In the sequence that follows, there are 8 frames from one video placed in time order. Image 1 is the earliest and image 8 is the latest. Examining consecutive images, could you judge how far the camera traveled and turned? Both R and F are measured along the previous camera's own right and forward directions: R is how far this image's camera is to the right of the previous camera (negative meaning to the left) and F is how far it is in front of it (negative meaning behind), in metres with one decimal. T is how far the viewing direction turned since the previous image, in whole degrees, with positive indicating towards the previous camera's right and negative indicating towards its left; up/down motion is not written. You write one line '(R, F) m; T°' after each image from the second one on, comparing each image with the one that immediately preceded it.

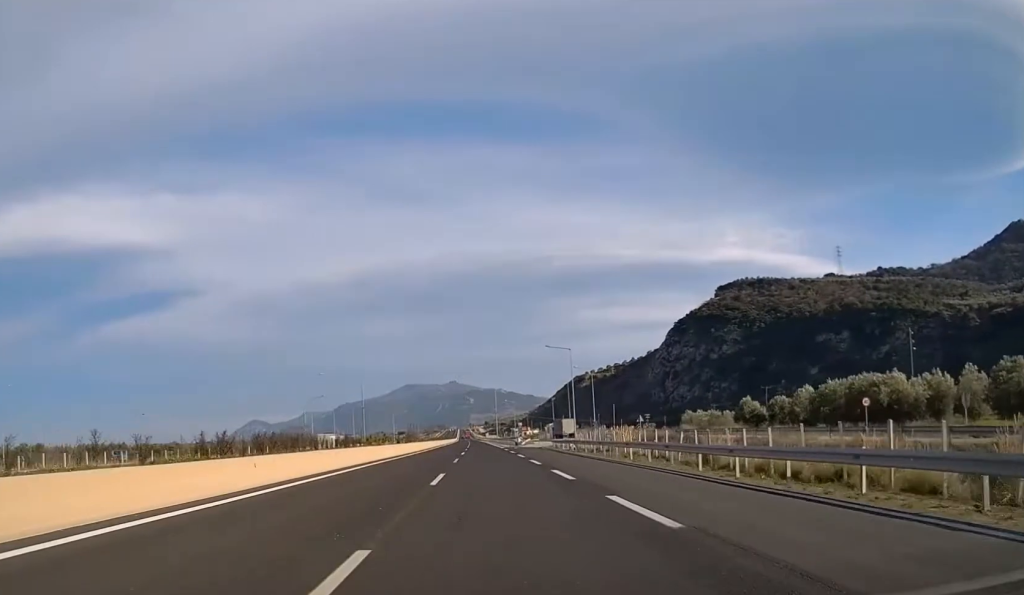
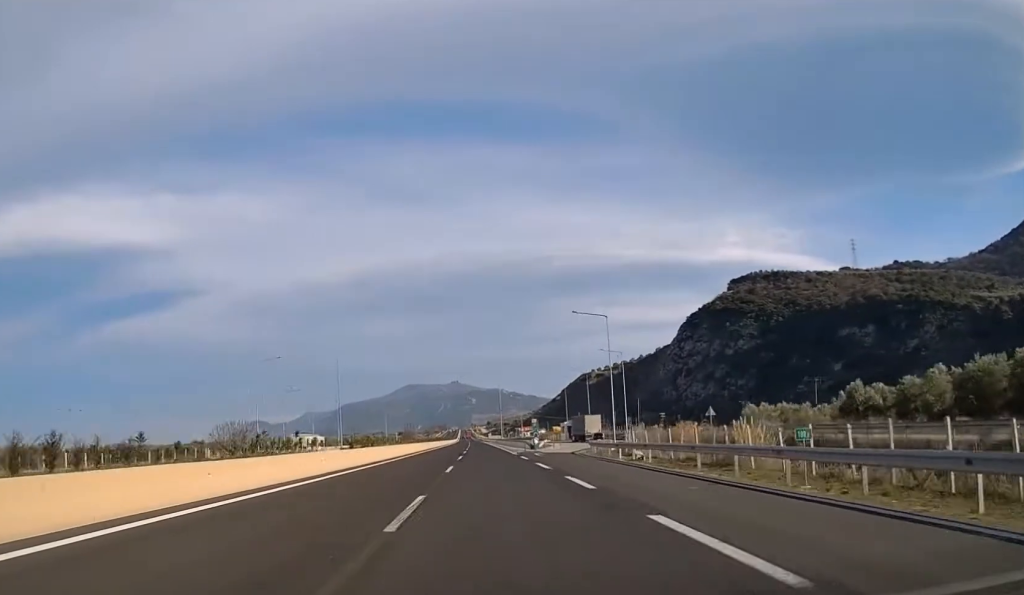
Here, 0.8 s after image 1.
(-0.1, +28.3) m; 0°
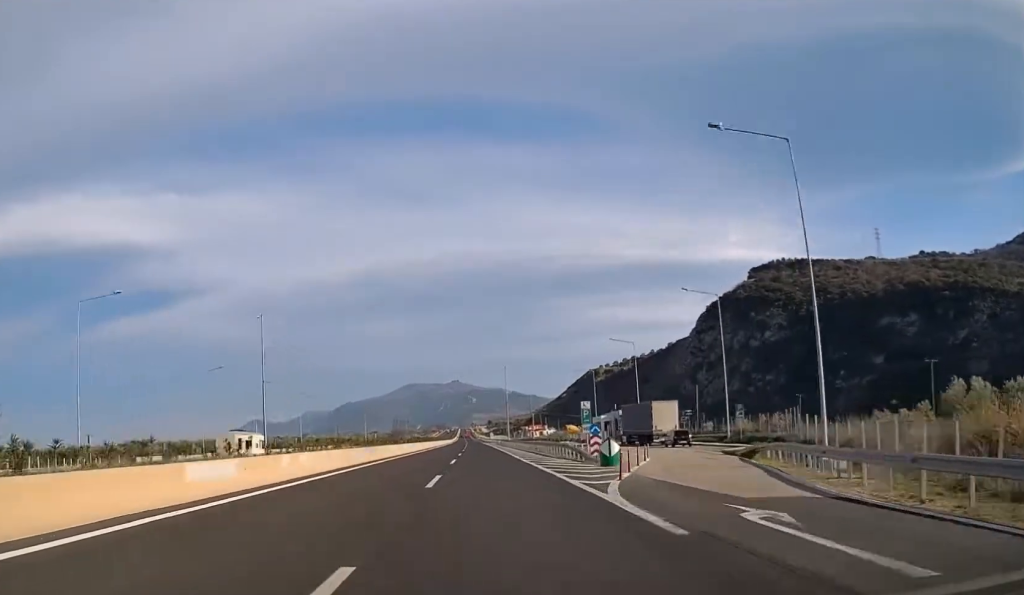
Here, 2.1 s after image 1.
(-0.1, +44.1) m; 0°
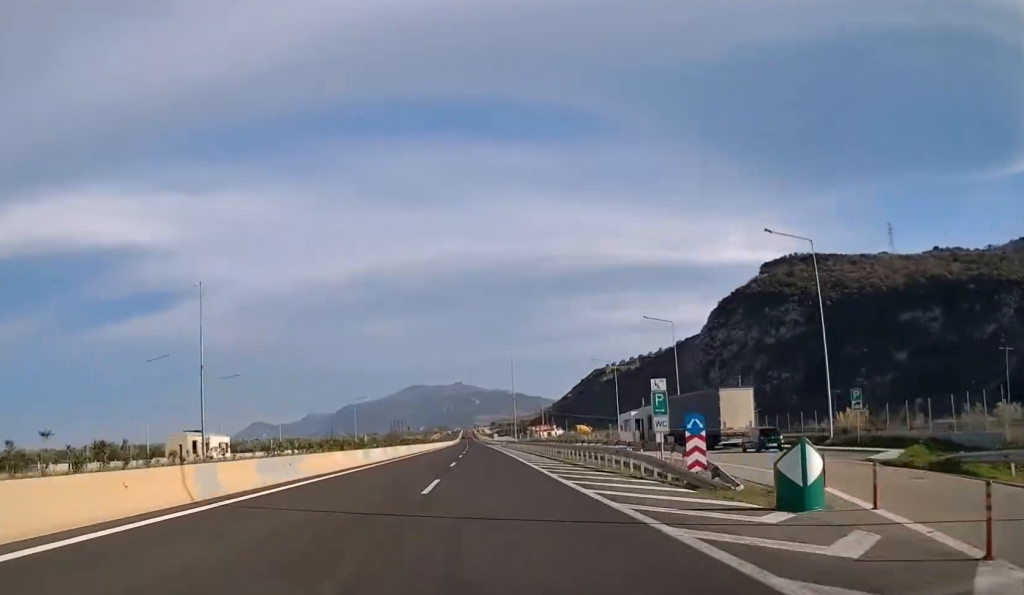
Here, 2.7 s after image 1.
(0.0, +19.2) m; 0°
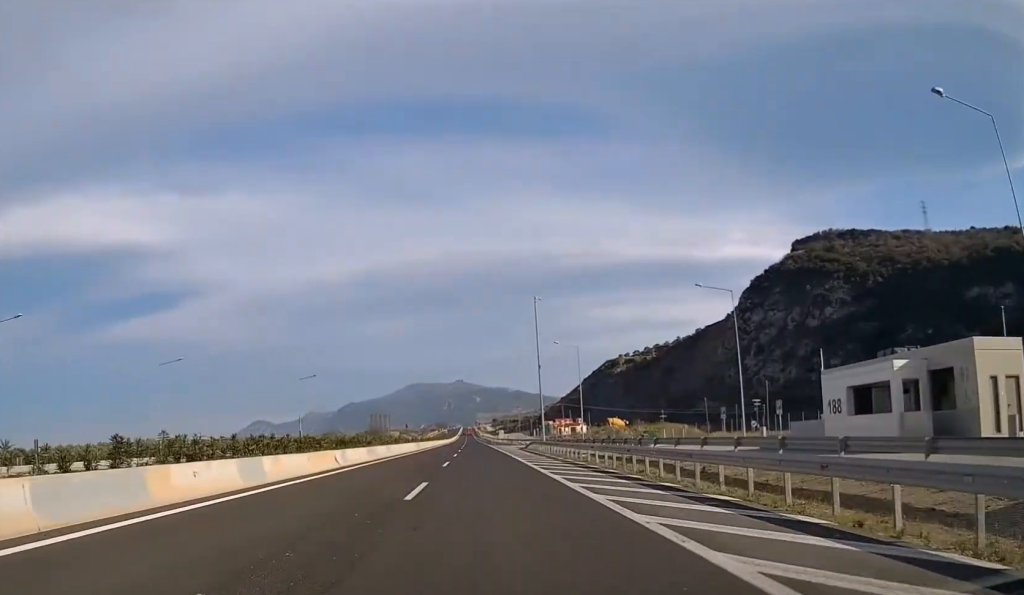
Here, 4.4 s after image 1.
(-0.5, +56.4) m; -1°
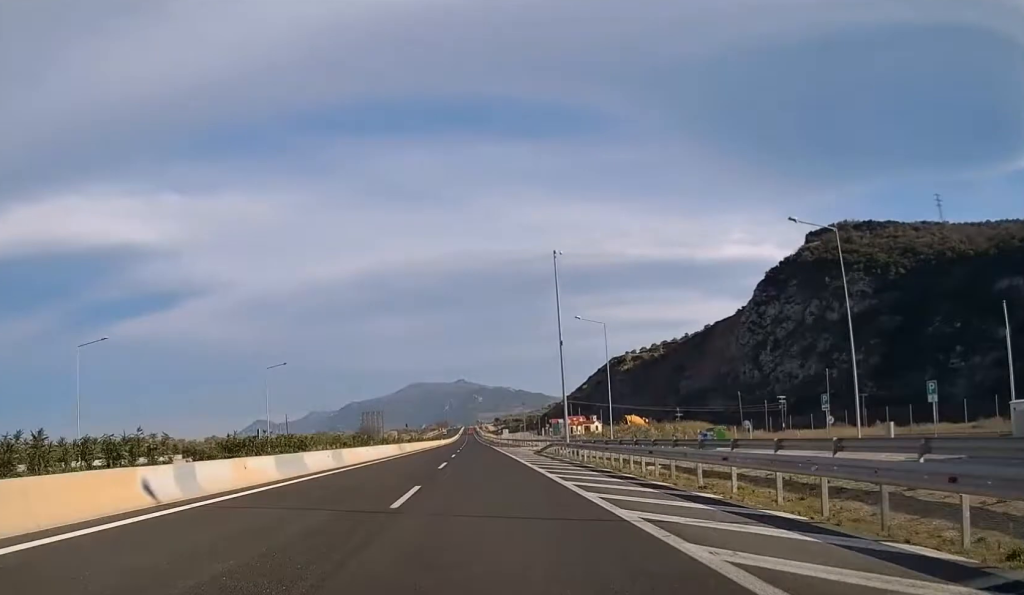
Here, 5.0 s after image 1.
(-0.1, +20.3) m; 0°
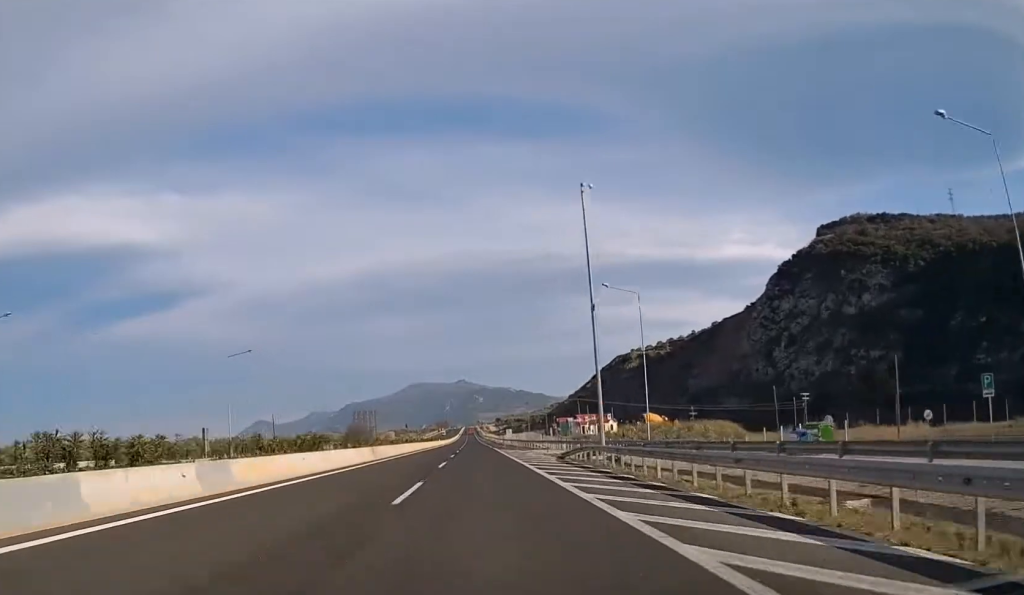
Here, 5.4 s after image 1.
(0.0, +15.8) m; 0°
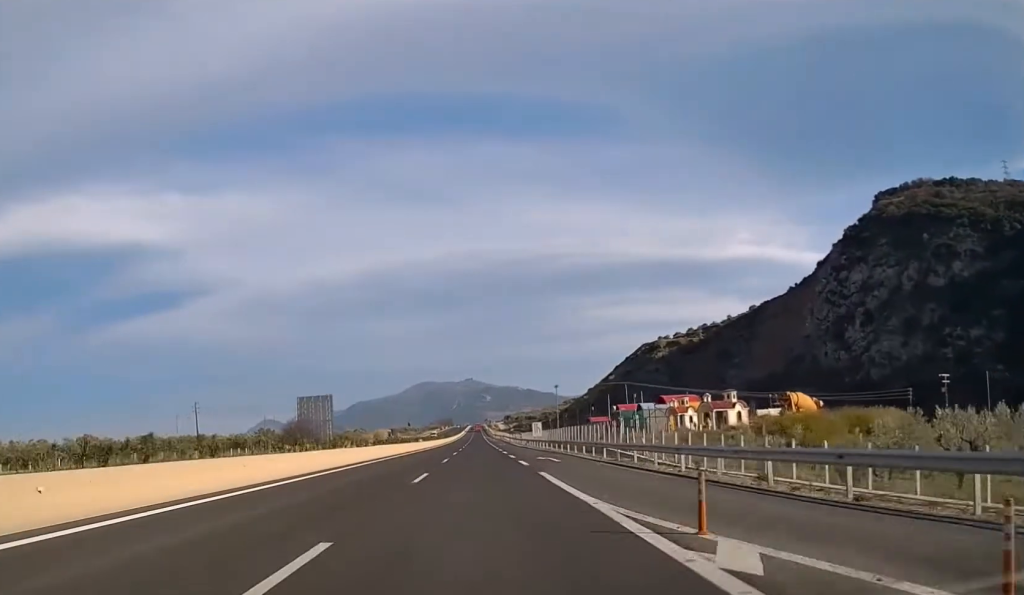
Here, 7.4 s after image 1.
(+0.2, +65.4) m; 0°
